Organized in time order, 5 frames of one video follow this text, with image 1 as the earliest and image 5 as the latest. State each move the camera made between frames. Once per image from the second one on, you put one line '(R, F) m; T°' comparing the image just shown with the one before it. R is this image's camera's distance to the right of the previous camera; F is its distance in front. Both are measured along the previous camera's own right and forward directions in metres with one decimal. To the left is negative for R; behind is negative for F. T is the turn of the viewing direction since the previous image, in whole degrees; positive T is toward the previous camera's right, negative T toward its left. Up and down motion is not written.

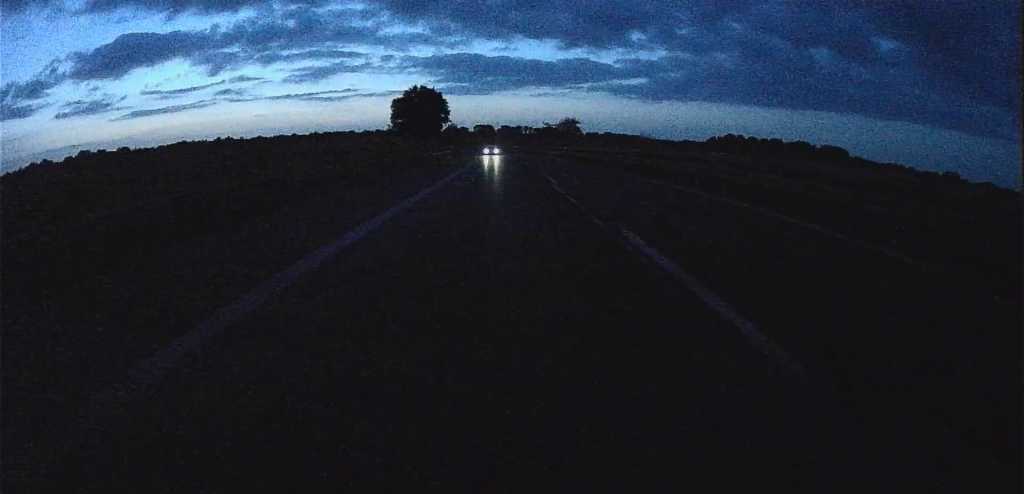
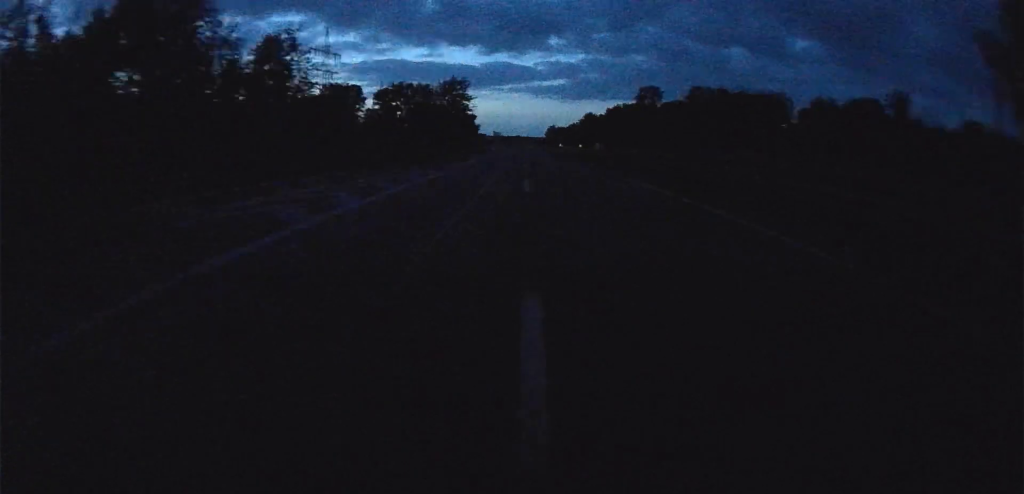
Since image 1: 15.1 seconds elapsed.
(+36.3, +425.7) m; +8°
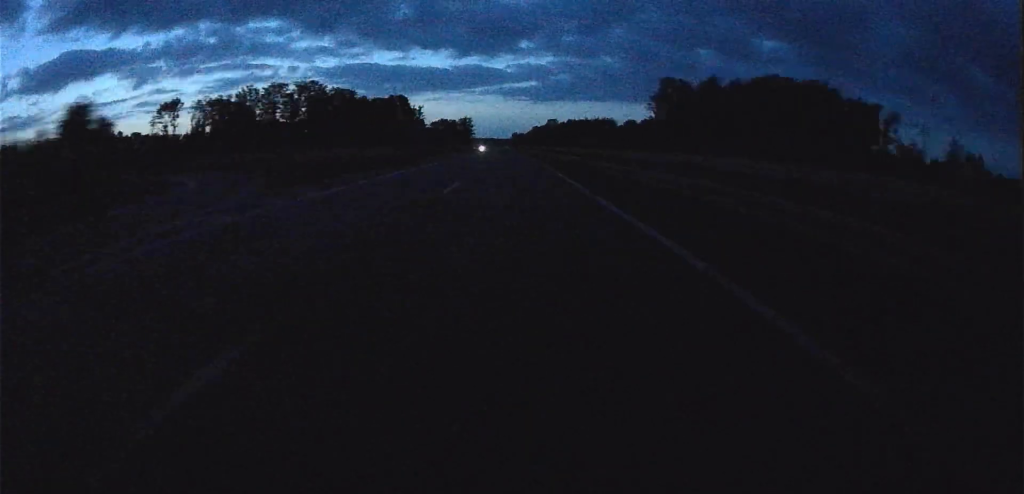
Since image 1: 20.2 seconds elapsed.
(0.0, +140.3) m; +2°
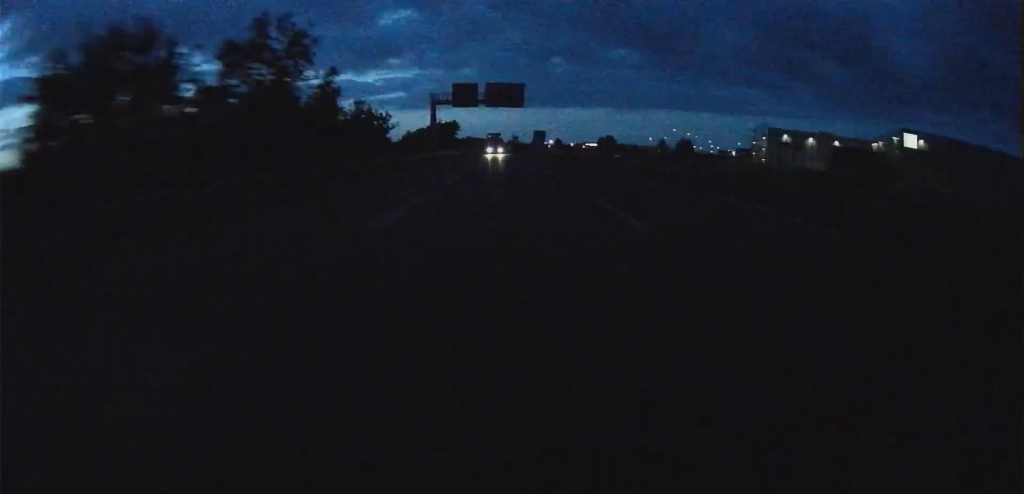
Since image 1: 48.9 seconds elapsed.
(+83.6, +807.6) m; +14°
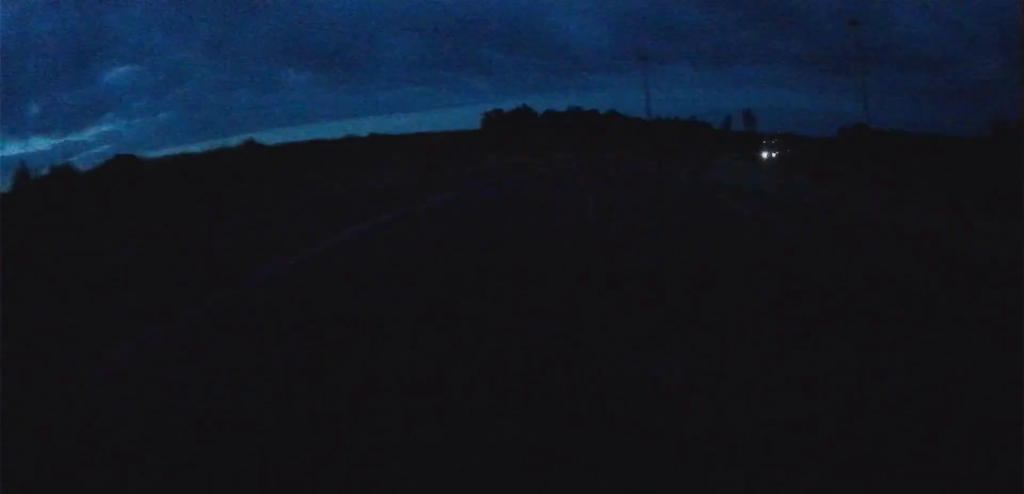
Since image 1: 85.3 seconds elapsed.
(+201.8, +582.3) m; -11°
